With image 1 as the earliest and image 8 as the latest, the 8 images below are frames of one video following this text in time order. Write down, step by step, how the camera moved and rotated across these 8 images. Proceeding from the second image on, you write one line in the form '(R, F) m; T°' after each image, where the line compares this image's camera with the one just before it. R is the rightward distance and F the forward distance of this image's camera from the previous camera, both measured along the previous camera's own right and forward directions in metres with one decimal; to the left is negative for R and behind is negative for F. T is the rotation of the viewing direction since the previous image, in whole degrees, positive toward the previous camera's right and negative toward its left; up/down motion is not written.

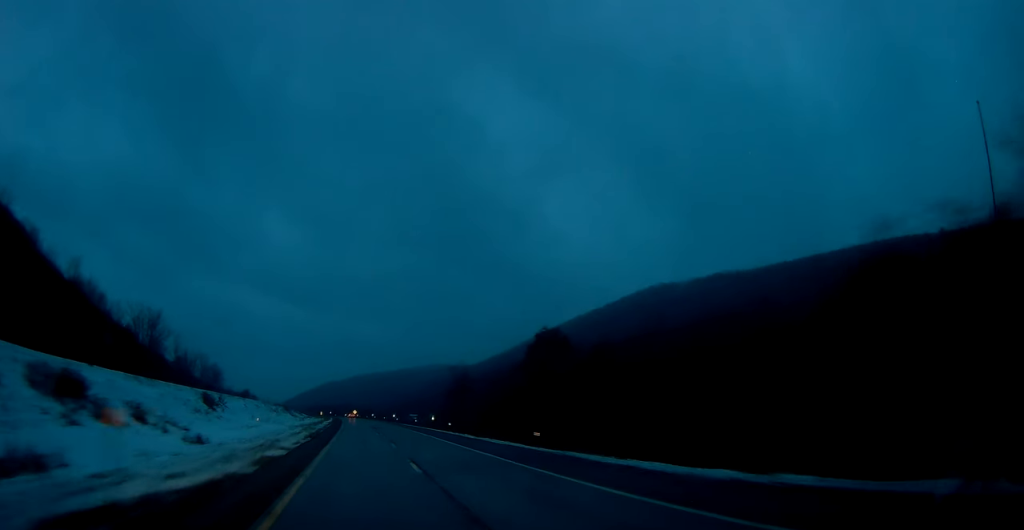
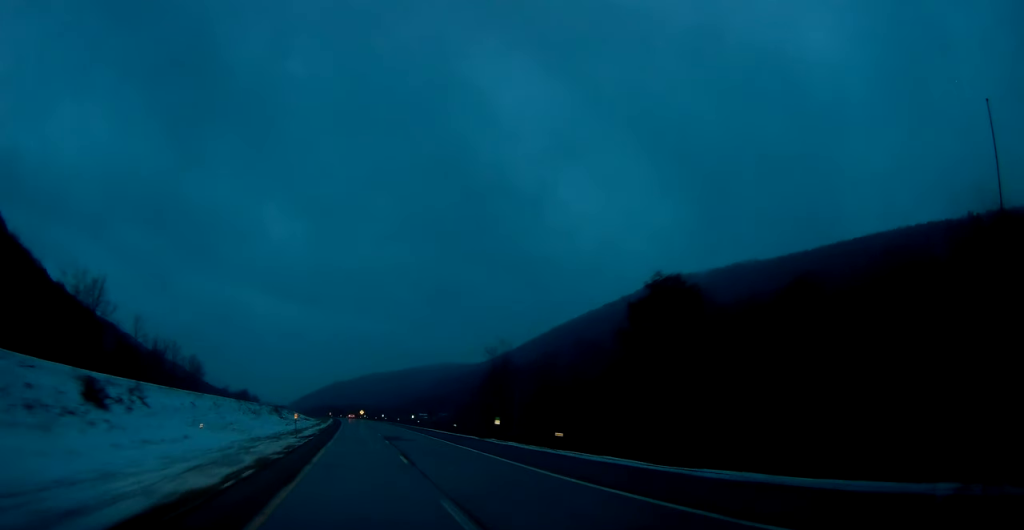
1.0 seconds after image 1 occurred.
(-0.3, +32.9) m; -1°
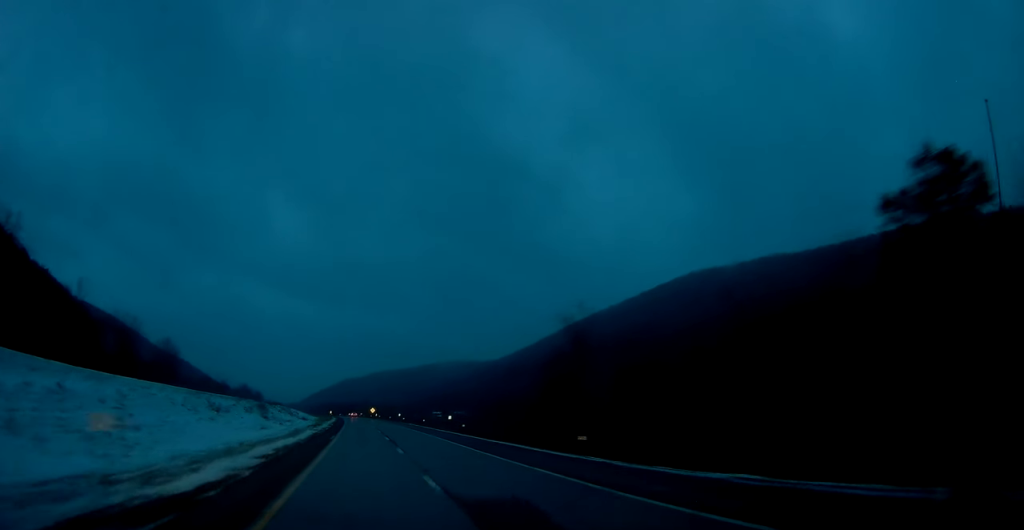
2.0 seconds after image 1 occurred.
(-0.3, +31.7) m; -1°
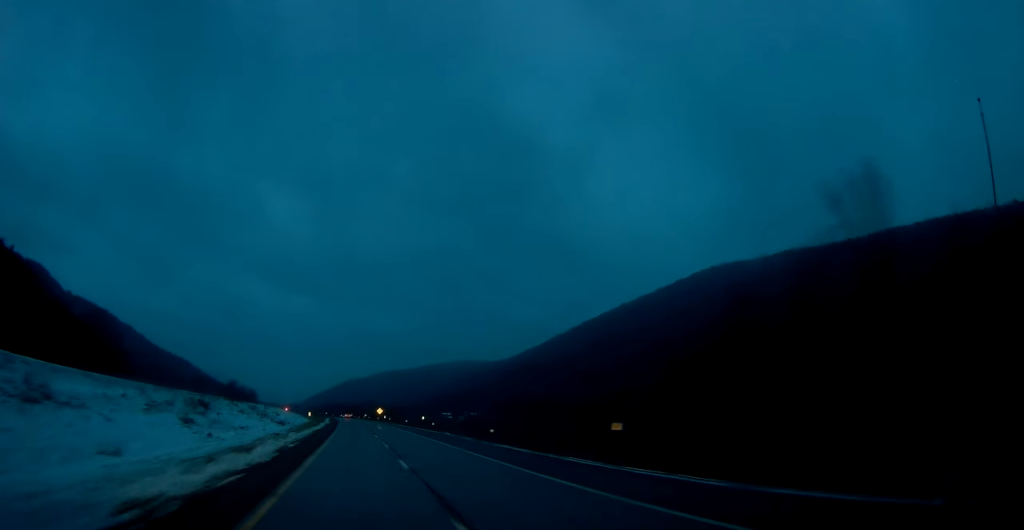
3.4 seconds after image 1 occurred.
(-0.1, +42.0) m; -1°
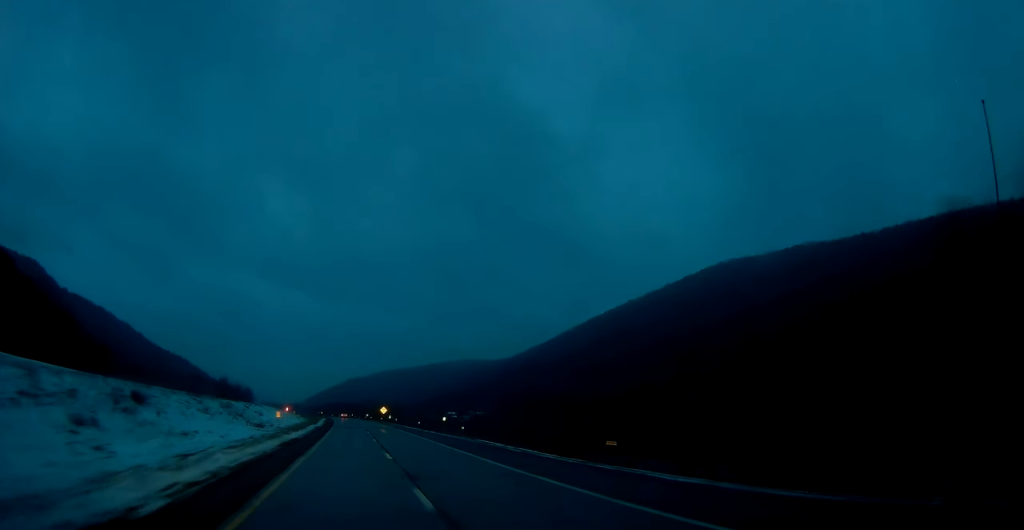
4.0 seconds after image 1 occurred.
(-0.2, +20.0) m; 0°
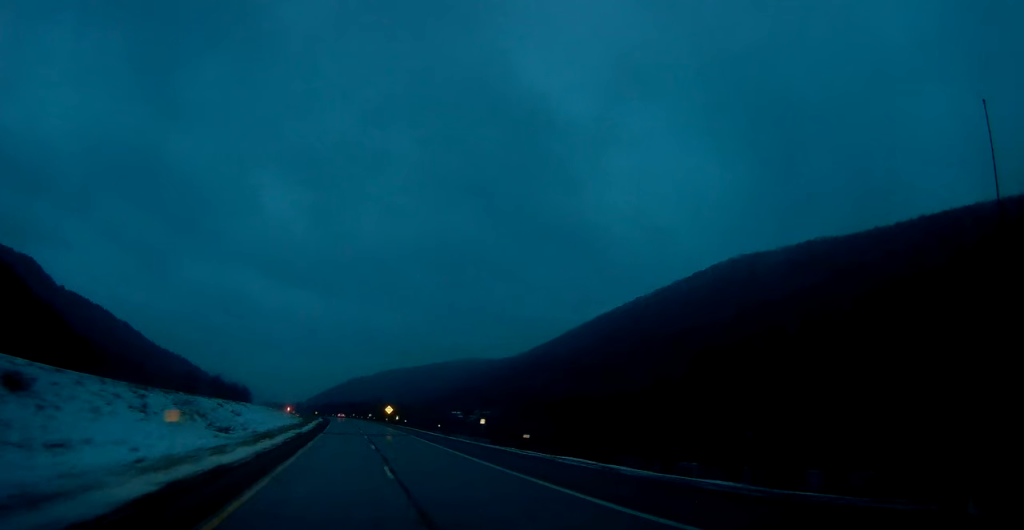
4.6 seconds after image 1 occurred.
(0.0, +18.9) m; 0°
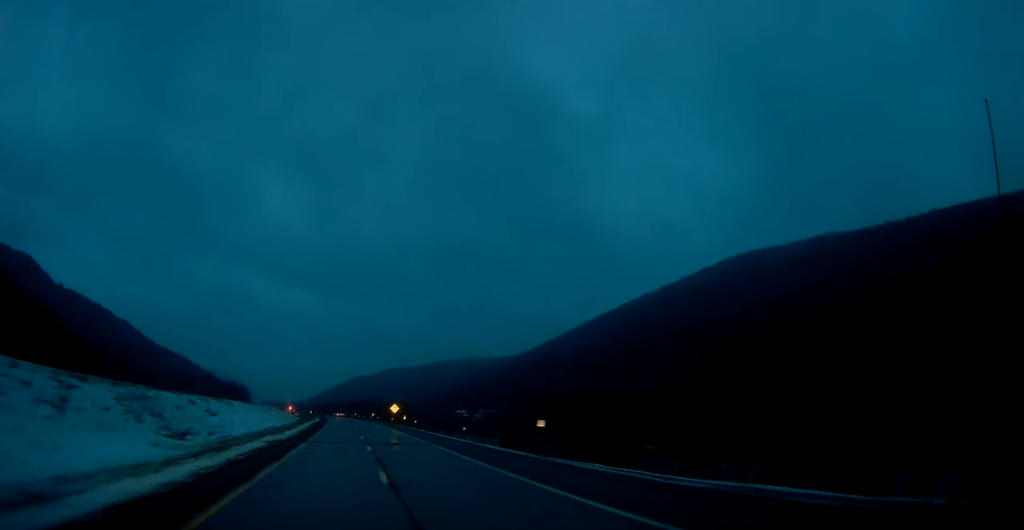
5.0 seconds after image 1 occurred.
(+0.2, +13.6) m; 0°
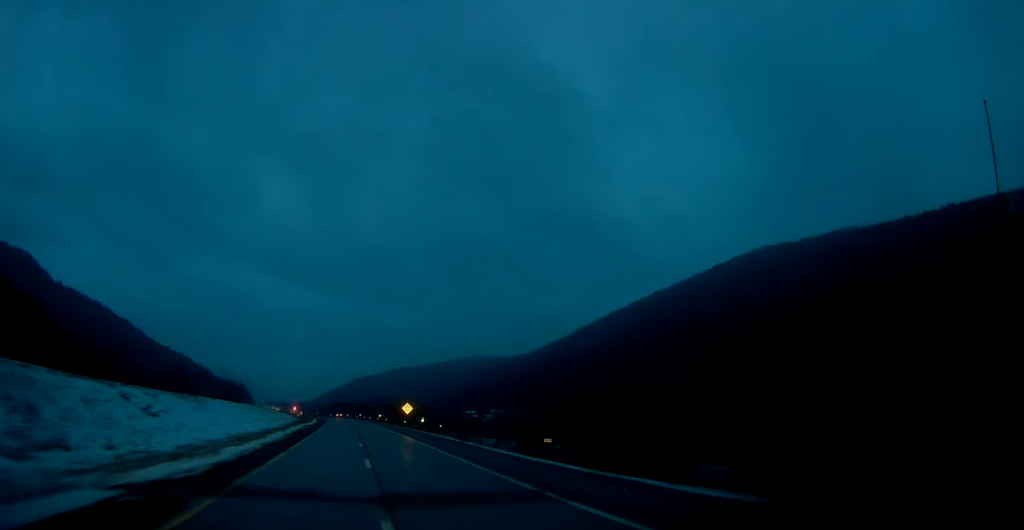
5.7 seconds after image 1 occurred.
(-0.1, +19.9) m; 0°
